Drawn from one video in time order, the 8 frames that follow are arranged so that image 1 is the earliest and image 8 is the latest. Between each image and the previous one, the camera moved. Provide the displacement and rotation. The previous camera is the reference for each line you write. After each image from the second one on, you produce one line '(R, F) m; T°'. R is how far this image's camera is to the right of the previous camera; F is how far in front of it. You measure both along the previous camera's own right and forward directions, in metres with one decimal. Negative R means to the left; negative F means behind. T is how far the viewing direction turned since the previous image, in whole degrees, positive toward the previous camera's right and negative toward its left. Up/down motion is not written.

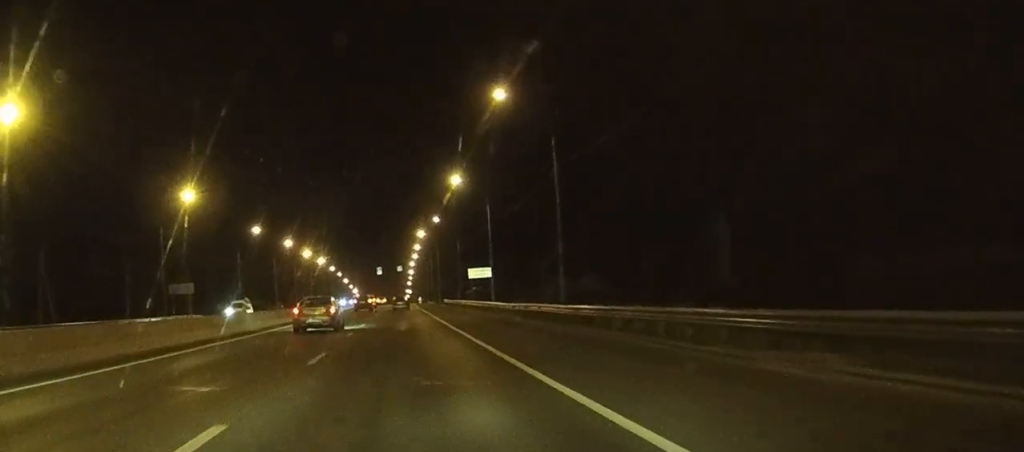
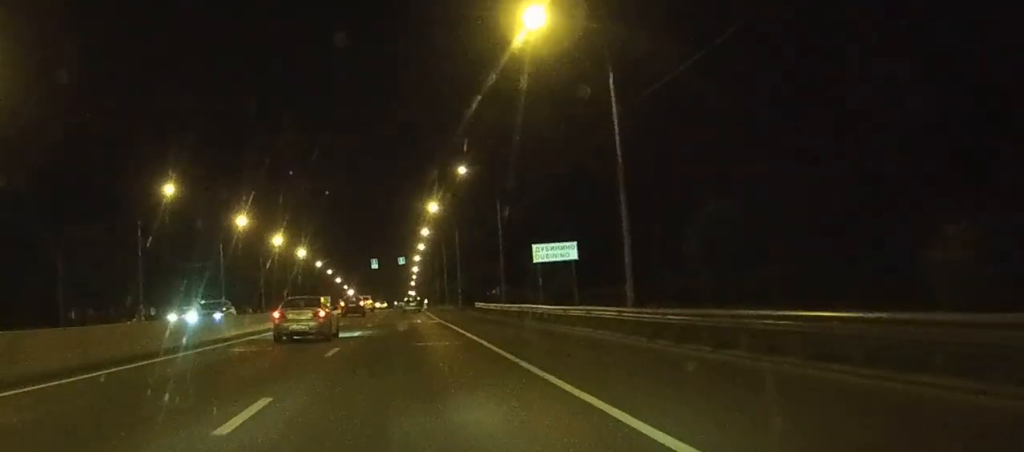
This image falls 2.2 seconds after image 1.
(-0.2, +45.6) m; -1°
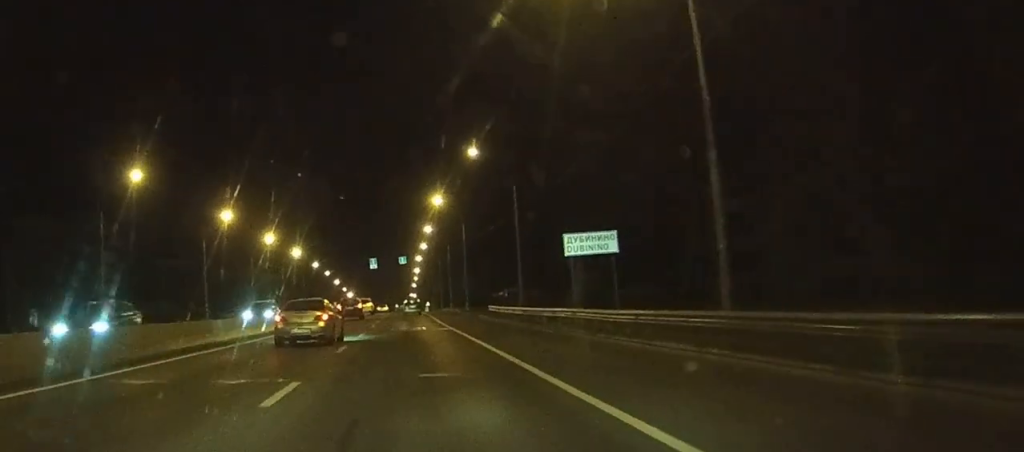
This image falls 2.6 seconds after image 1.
(0.0, +9.4) m; 0°
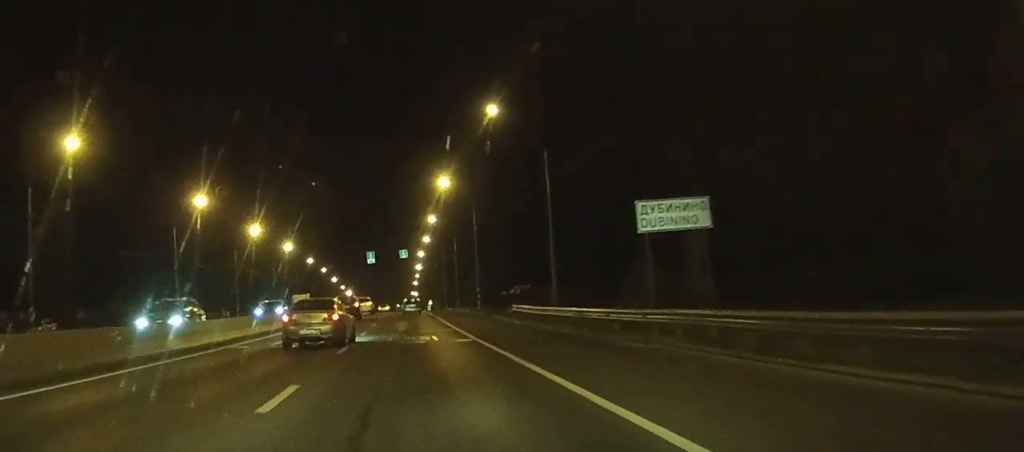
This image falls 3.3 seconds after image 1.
(0.0, +12.4) m; 0°
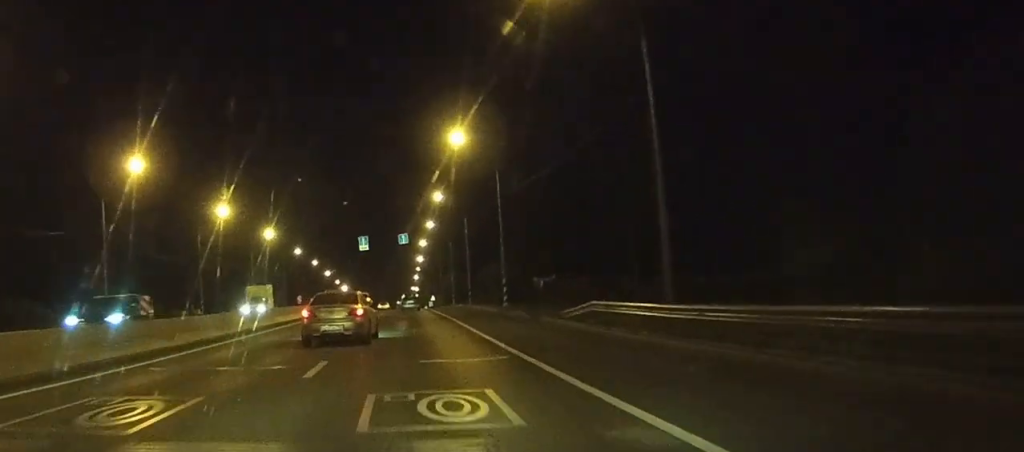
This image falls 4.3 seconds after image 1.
(0.0, +19.0) m; 0°
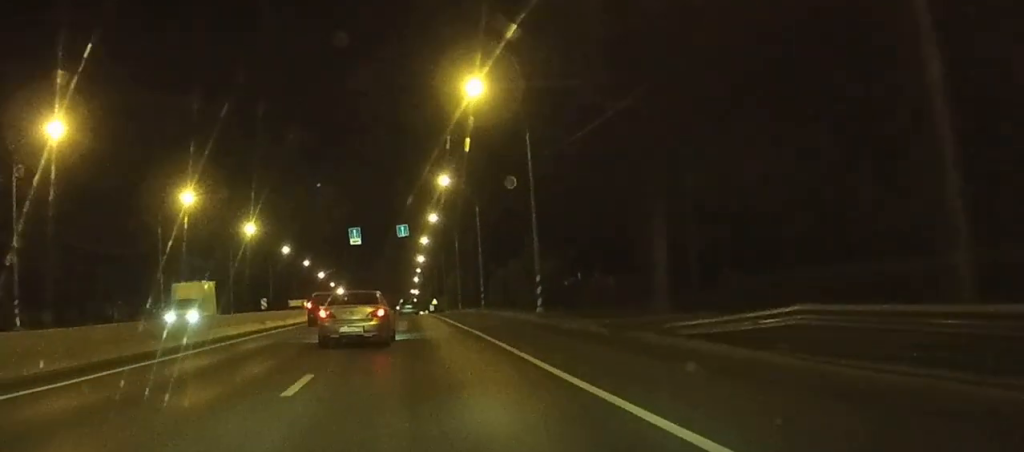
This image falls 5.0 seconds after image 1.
(0.0, +14.0) m; 0°
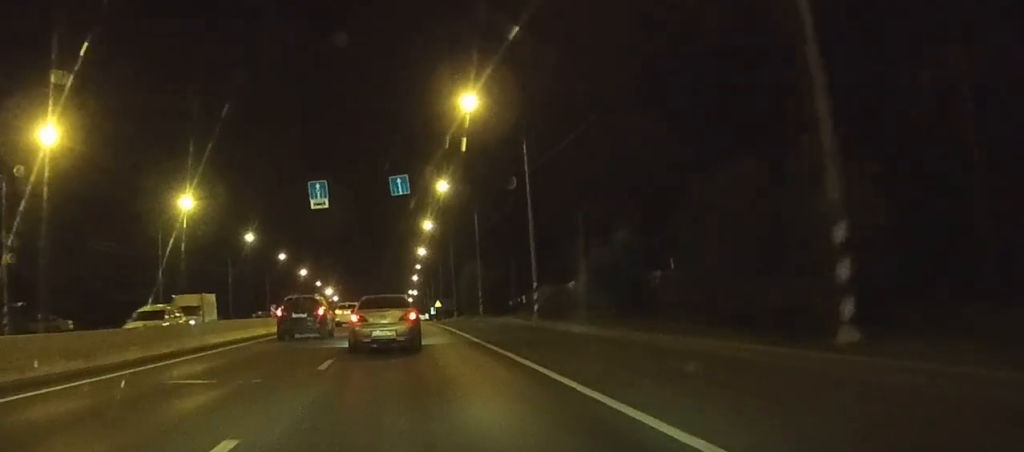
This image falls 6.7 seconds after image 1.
(0.0, +29.5) m; 0°
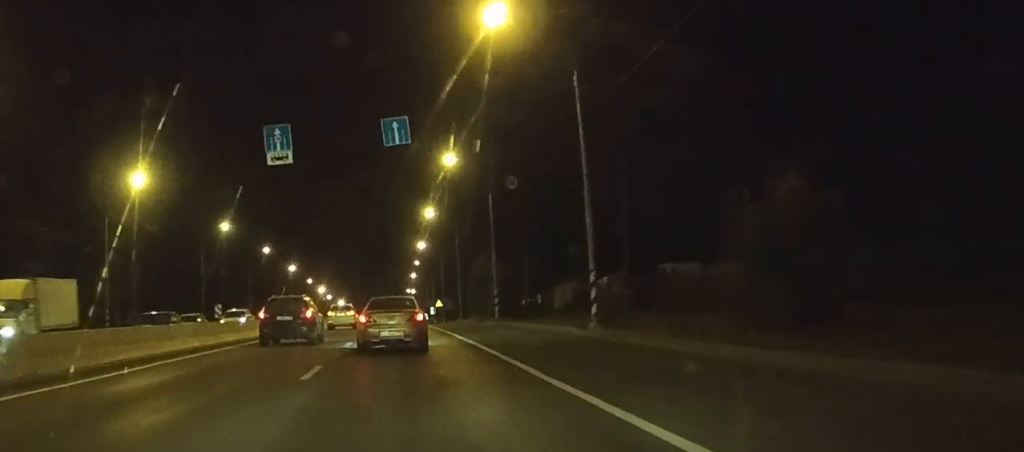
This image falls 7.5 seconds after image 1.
(0.0, +13.4) m; 0°
